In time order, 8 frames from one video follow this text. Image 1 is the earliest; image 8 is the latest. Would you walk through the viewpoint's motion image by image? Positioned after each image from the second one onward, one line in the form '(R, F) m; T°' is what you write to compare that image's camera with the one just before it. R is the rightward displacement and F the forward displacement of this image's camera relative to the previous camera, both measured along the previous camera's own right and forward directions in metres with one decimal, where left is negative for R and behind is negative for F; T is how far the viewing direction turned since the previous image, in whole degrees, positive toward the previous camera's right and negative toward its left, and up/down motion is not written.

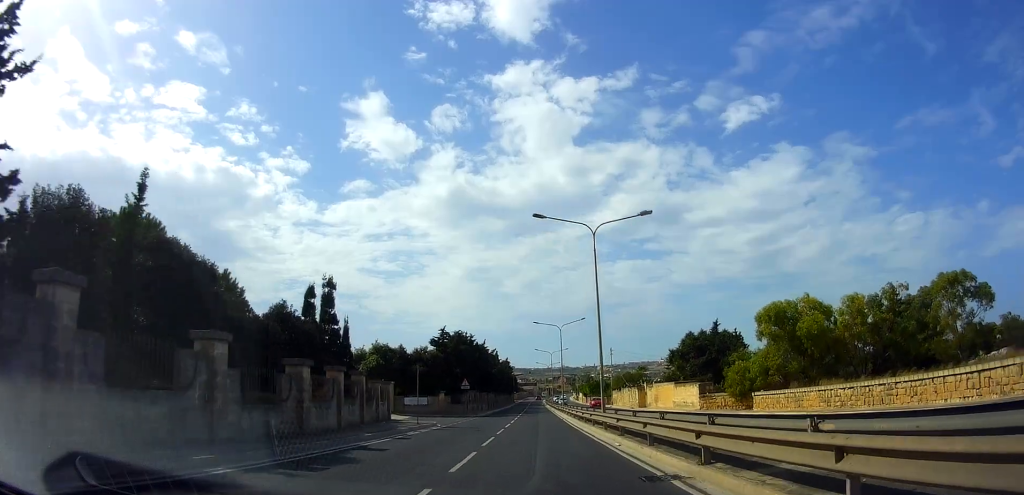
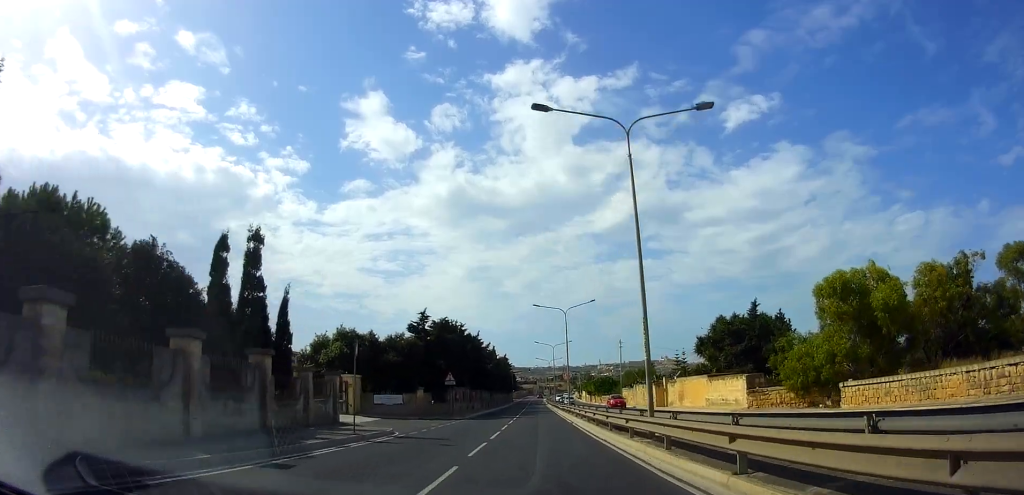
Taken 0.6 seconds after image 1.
(+0.5, +9.3) m; 0°
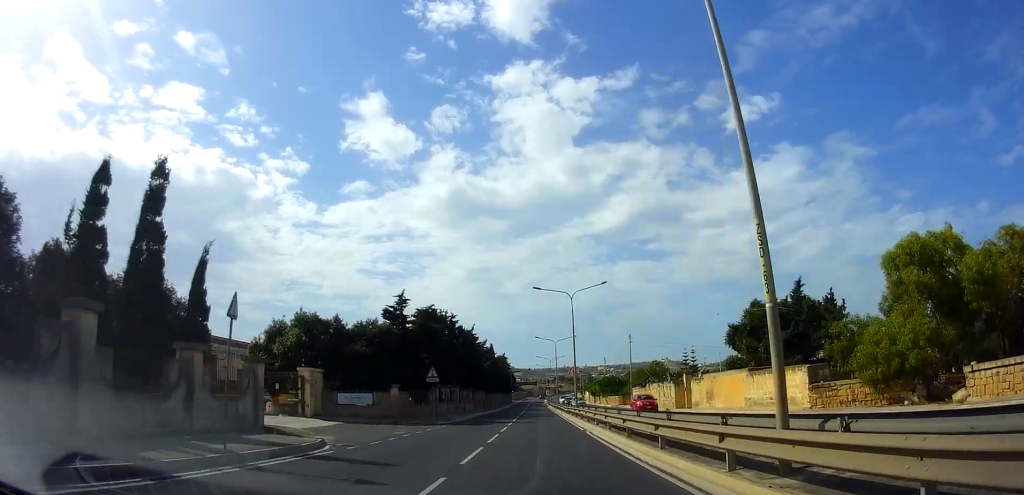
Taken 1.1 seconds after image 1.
(+0.3, +7.2) m; 0°
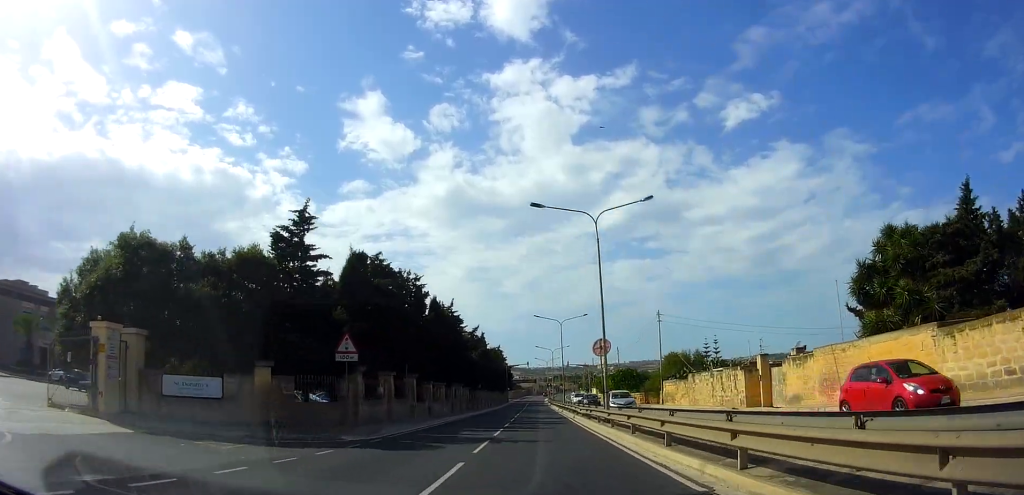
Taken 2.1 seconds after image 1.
(-0.9, +16.1) m; -3°
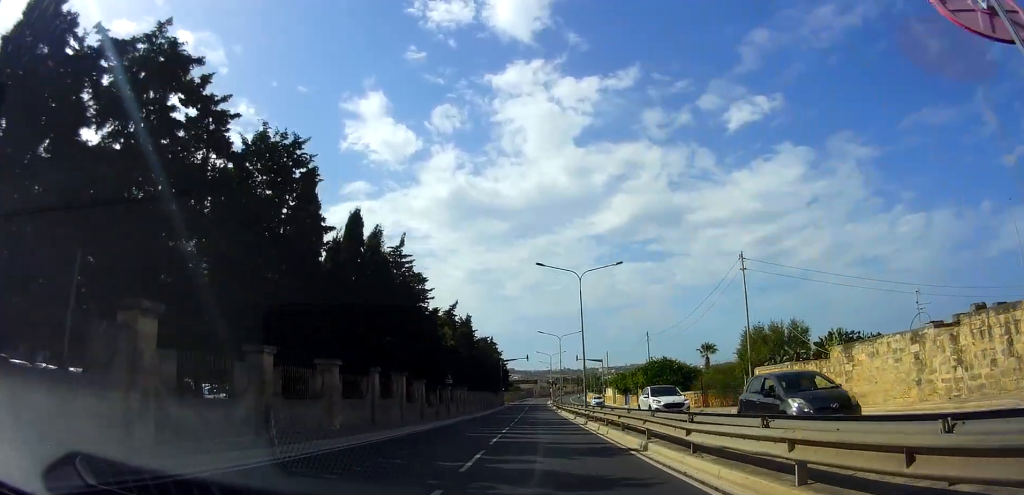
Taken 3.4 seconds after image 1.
(0.0, +21.2) m; +1°
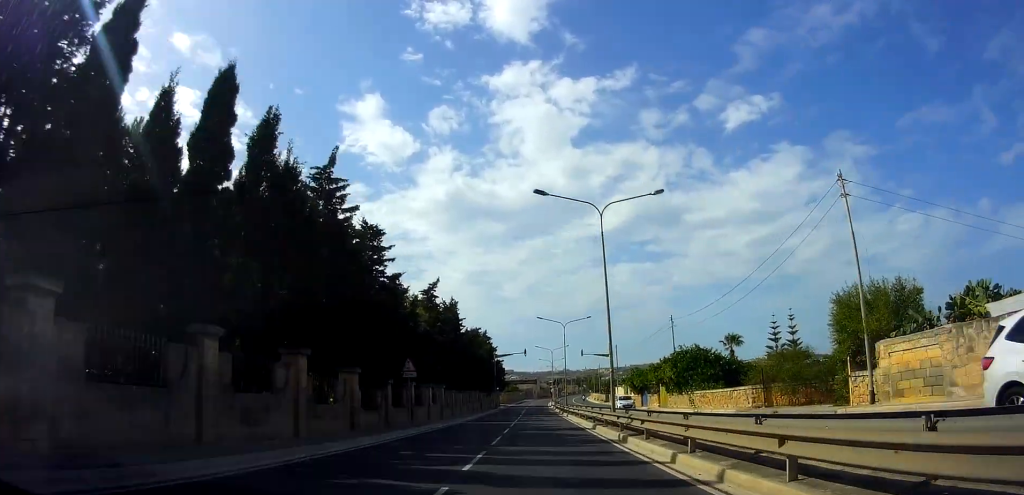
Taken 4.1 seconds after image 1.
(-0.1, +11.6) m; +2°
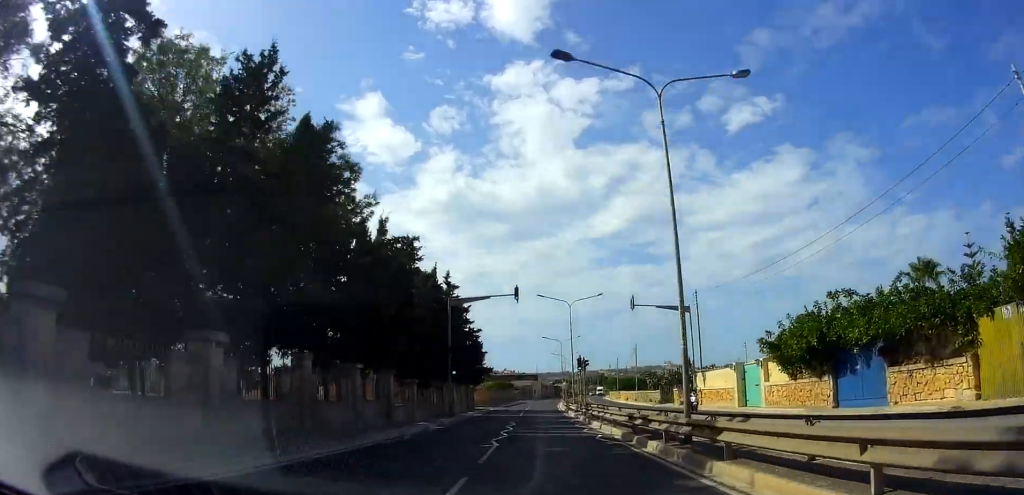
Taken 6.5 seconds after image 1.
(-0.6, +41.0) m; -2°
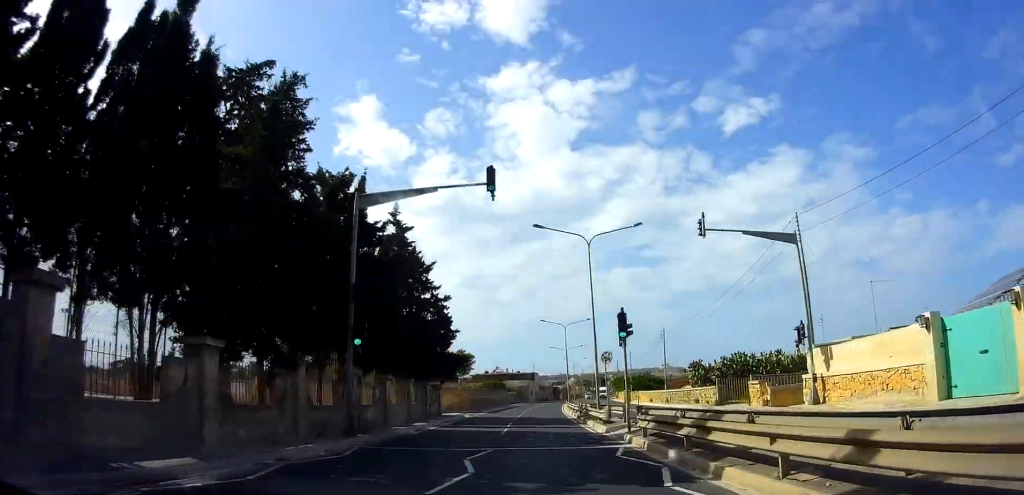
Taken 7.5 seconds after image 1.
(+0.5, +18.0) m; +1°
